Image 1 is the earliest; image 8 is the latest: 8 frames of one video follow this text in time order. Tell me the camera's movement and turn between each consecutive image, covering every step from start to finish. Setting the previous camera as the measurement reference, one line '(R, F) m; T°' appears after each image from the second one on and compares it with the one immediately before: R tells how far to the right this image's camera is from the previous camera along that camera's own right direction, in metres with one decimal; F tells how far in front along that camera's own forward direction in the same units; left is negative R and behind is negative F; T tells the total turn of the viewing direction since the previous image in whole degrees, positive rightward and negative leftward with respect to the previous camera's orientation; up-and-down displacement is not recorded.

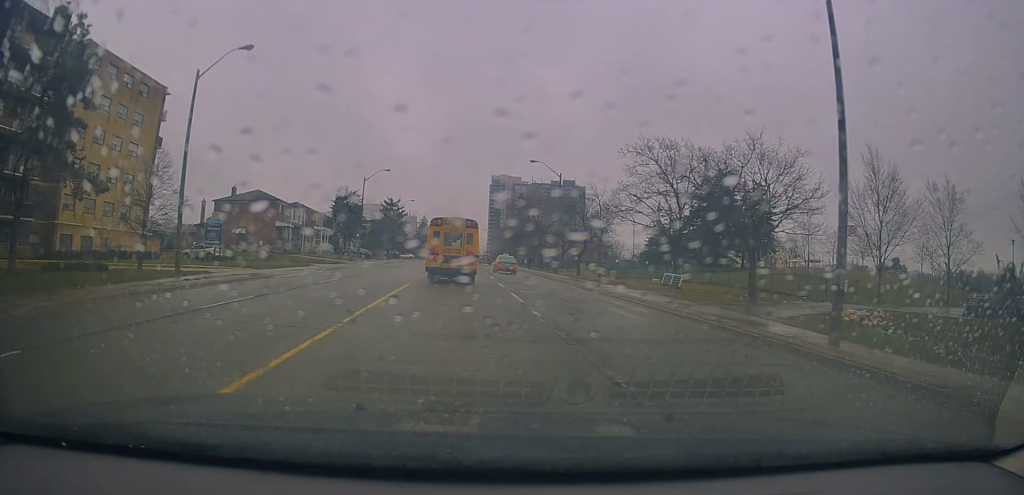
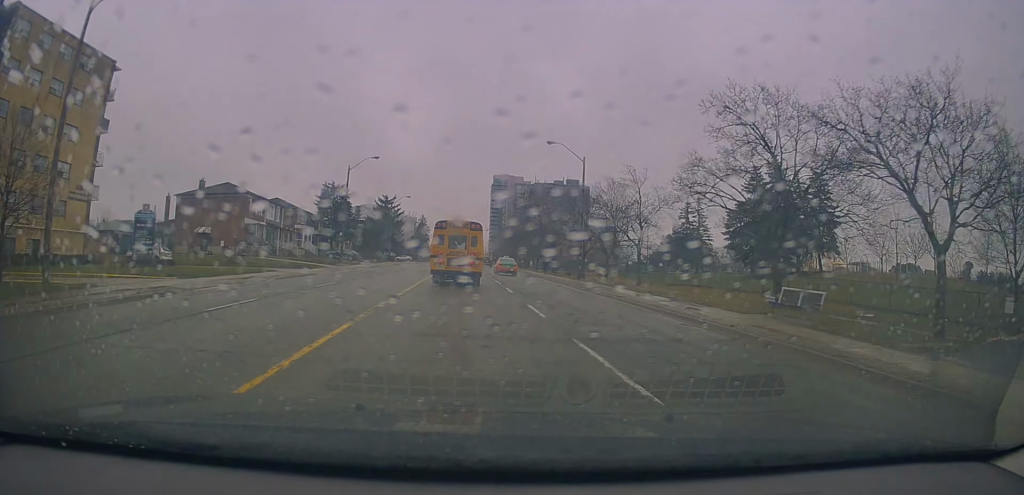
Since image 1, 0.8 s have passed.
(0.0, +10.8) m; +1°
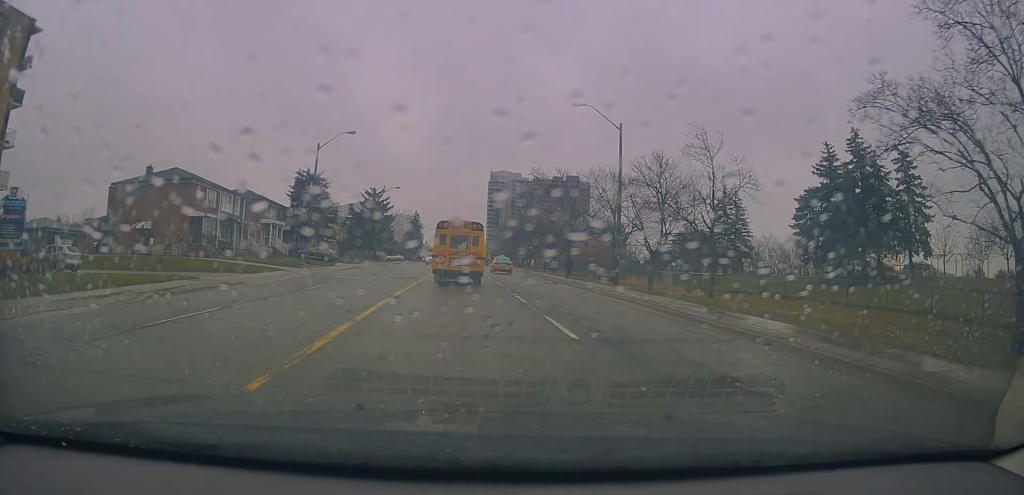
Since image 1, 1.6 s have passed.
(+0.2, +12.1) m; +1°
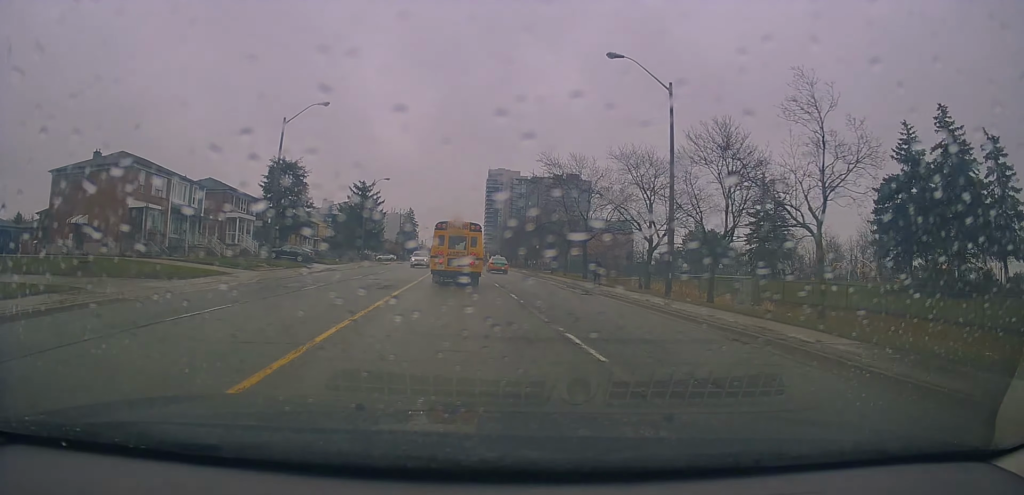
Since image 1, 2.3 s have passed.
(+0.4, +9.5) m; 0°
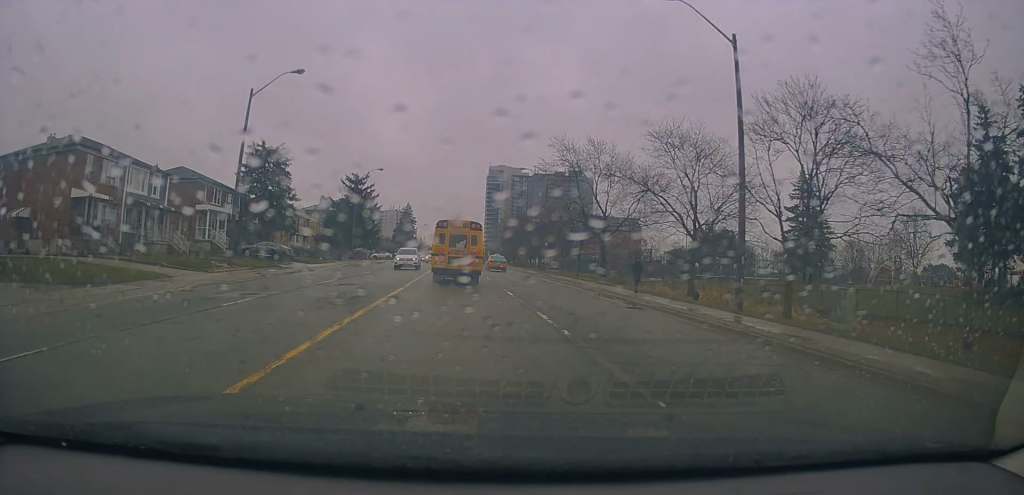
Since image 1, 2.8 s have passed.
(-0.2, +6.9) m; -2°
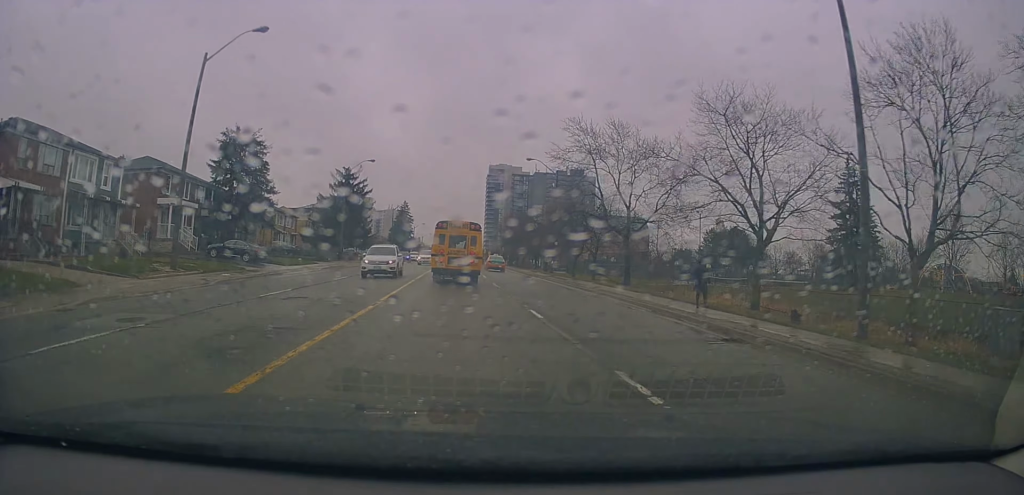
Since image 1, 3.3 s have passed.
(0.0, +7.1) m; -2°
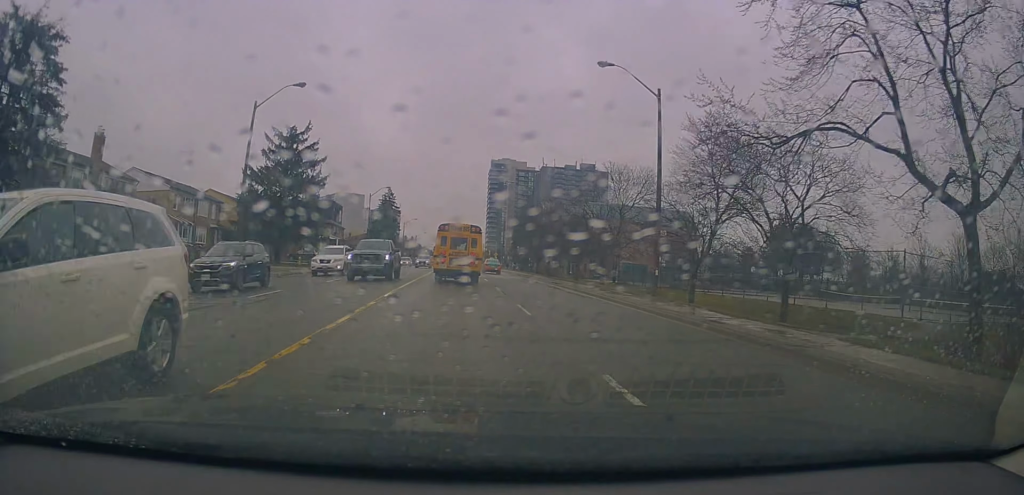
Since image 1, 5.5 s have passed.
(+1.1, +30.1) m; +6°
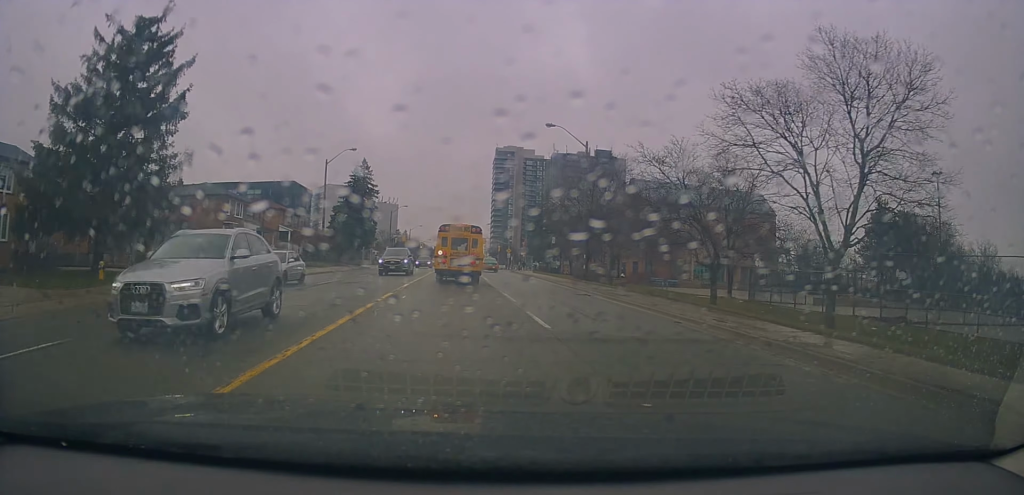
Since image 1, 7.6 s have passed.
(-0.9, +29.8) m; -1°
